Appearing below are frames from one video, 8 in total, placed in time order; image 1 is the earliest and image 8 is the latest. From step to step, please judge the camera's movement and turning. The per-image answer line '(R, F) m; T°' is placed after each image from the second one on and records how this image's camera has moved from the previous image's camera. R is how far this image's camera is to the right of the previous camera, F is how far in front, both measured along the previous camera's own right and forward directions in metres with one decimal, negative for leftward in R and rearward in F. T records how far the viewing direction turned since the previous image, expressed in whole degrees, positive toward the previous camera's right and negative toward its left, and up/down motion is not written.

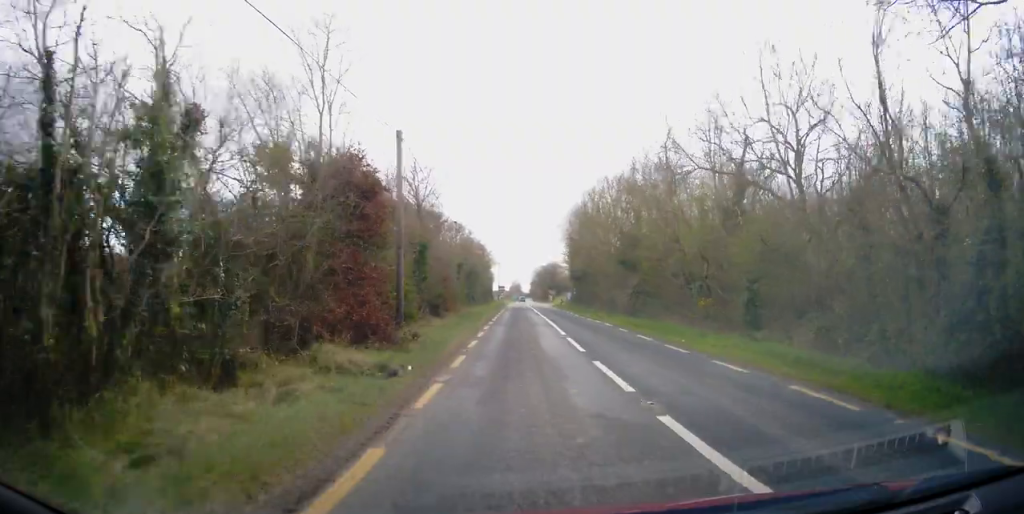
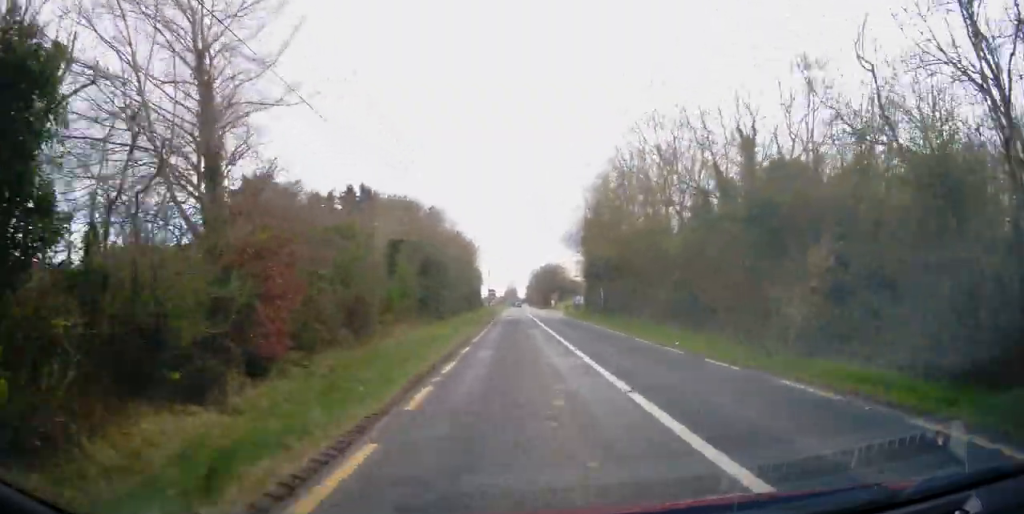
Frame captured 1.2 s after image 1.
(+0.1, +23.9) m; +1°
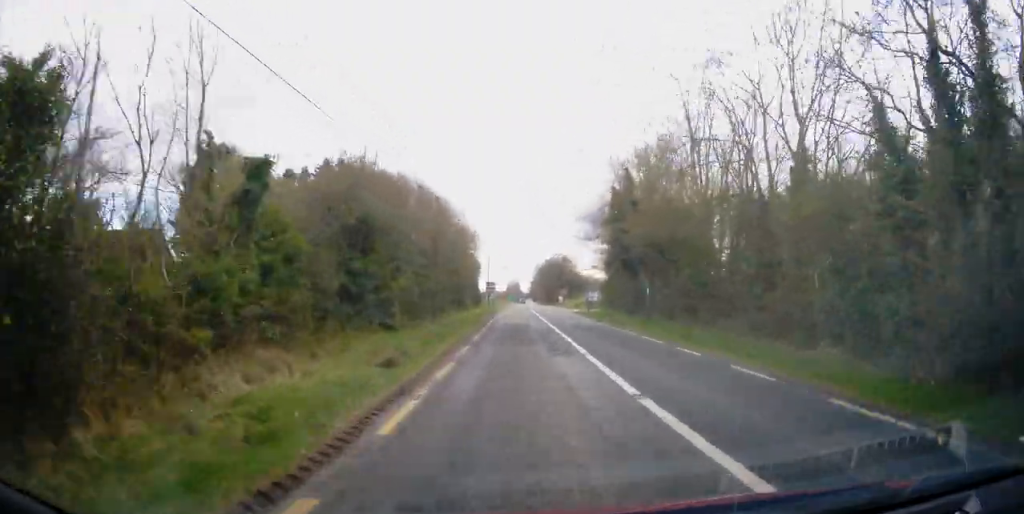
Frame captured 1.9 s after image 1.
(+0.2, +13.6) m; 0°
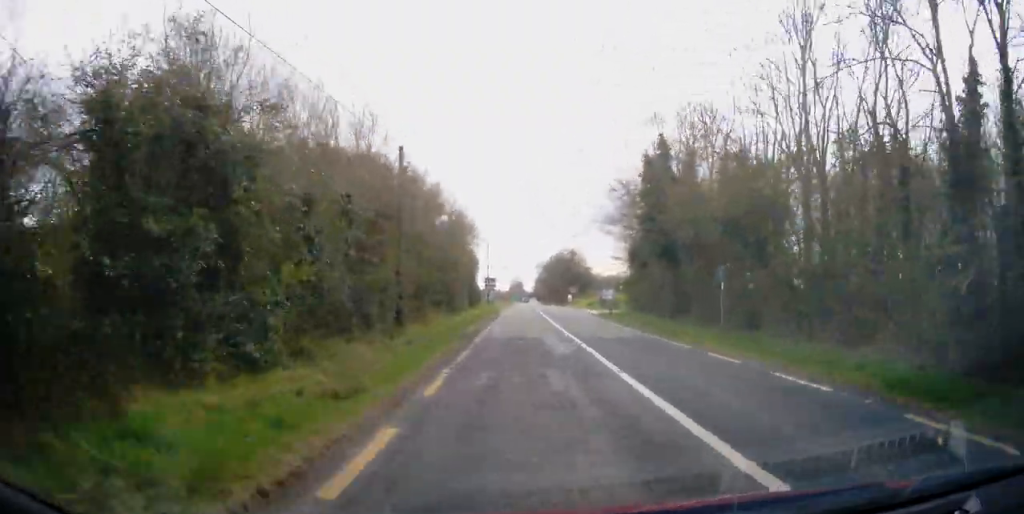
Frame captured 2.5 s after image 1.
(-0.1, +10.2) m; 0°
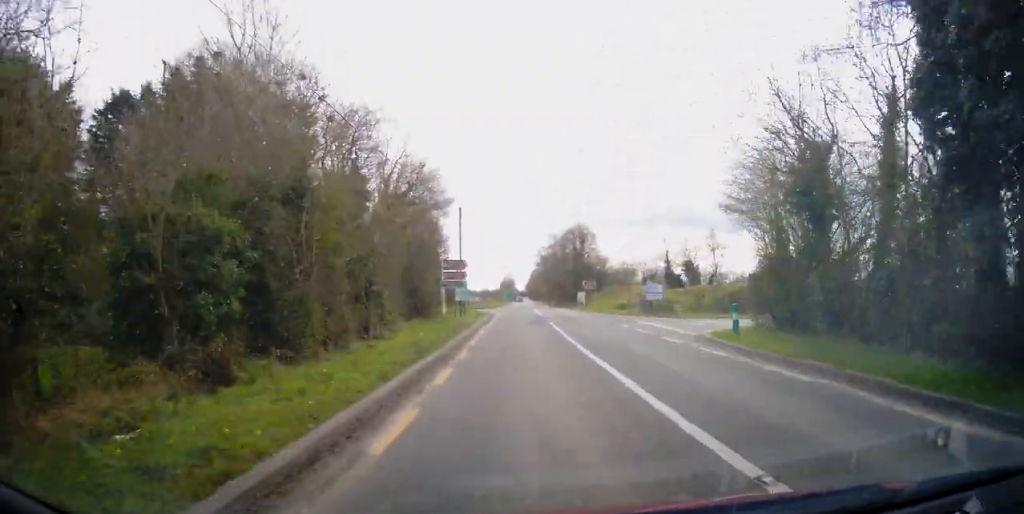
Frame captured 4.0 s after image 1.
(-0.3, +27.9) m; 0°
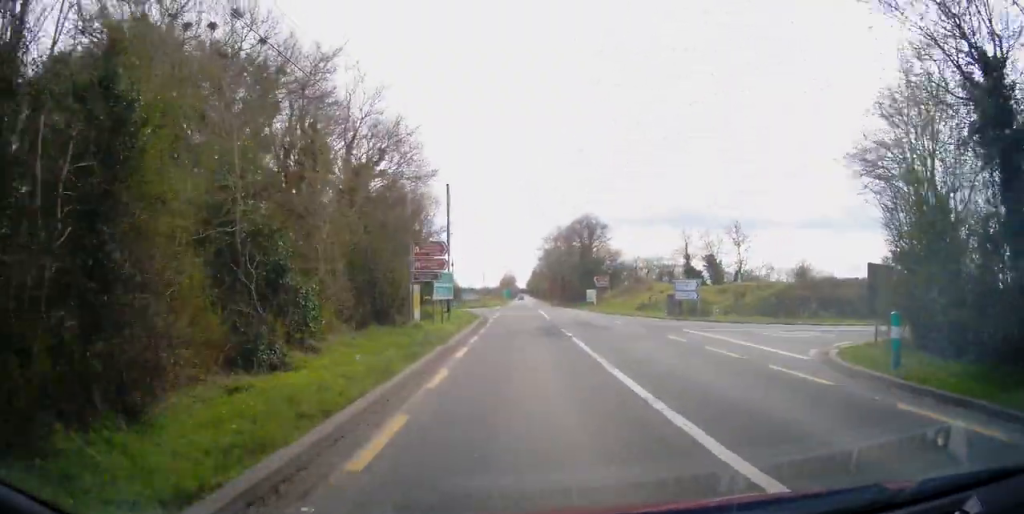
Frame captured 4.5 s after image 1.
(+0.1, +8.9) m; 0°
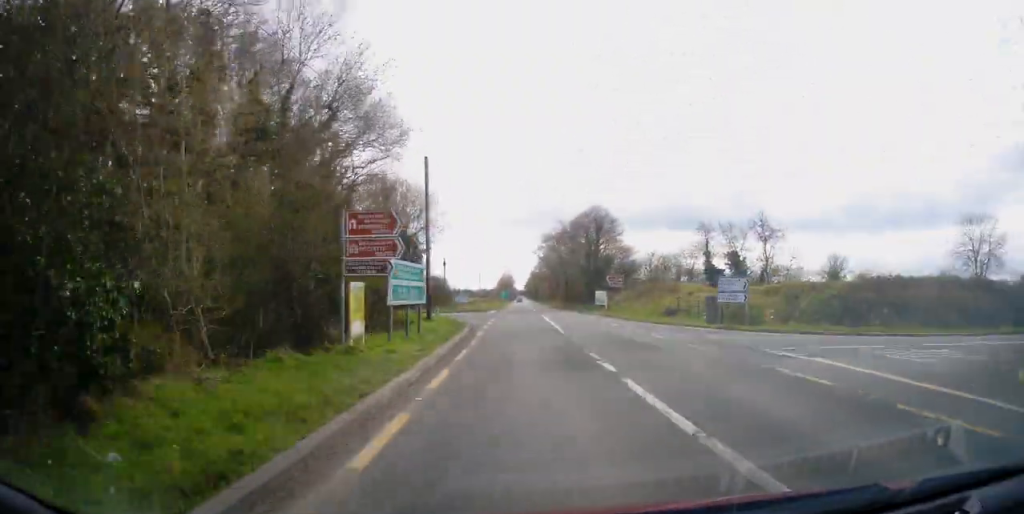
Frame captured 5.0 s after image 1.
(+0.2, +8.7) m; 0°
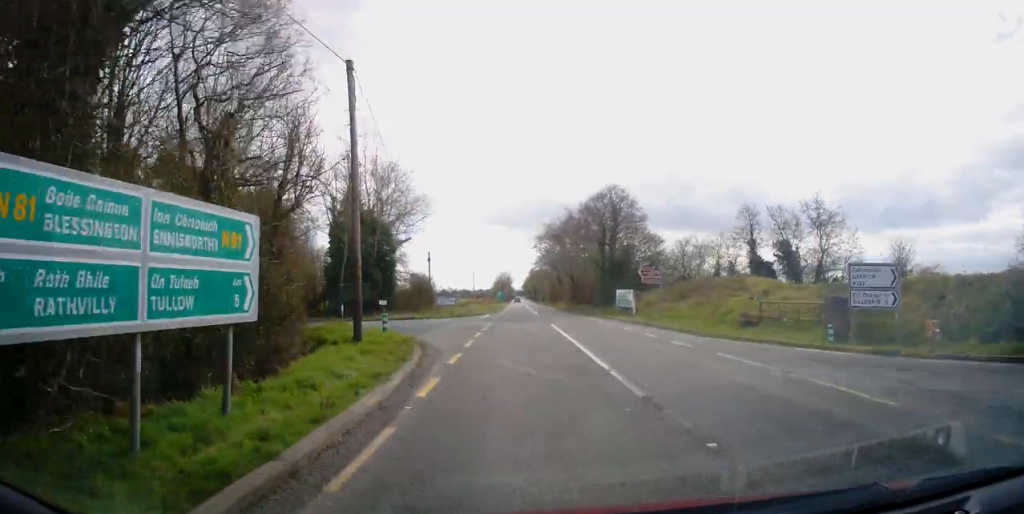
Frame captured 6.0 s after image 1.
(-0.2, +13.2) m; -1°
